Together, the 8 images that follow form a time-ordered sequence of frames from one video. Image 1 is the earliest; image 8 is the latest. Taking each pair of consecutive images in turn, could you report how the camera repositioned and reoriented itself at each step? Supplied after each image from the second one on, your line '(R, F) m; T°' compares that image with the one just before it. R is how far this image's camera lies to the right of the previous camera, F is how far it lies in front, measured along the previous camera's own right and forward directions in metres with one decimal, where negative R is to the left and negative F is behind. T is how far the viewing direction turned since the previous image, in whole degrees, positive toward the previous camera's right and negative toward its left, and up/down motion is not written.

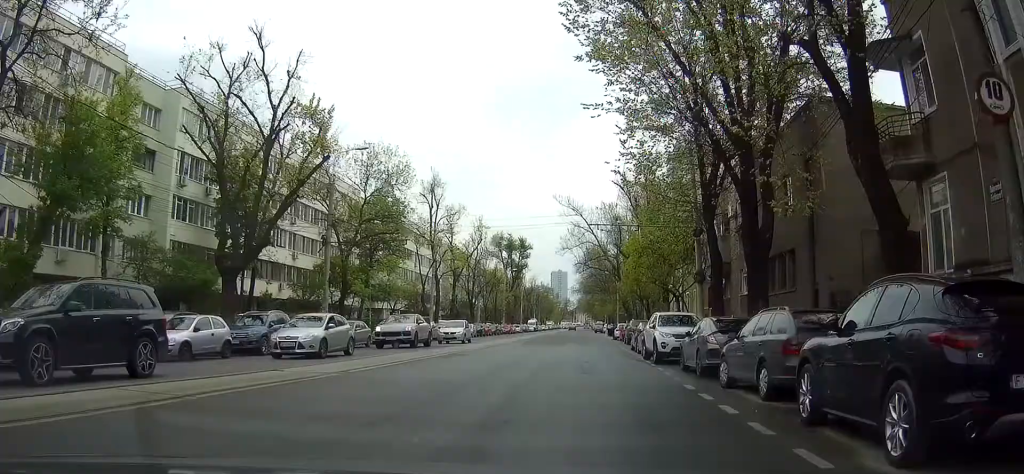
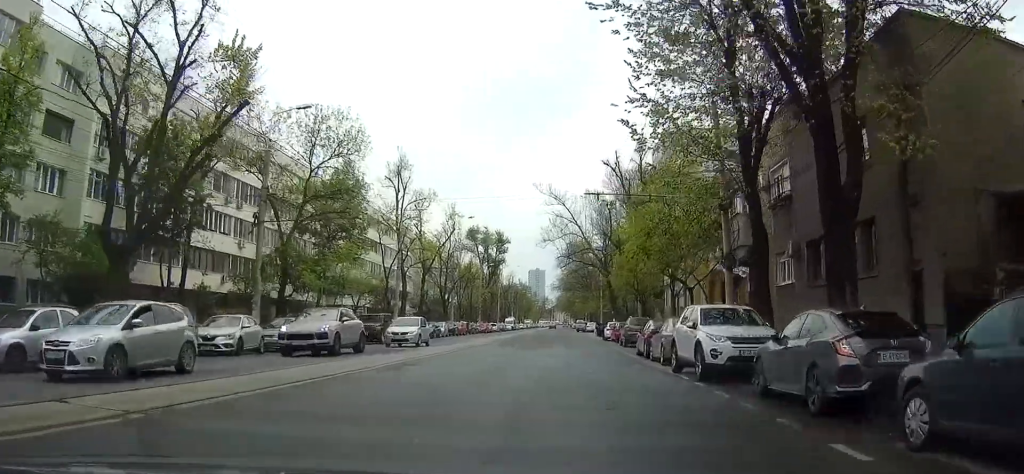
(+0.2, +7.3) m; +2°
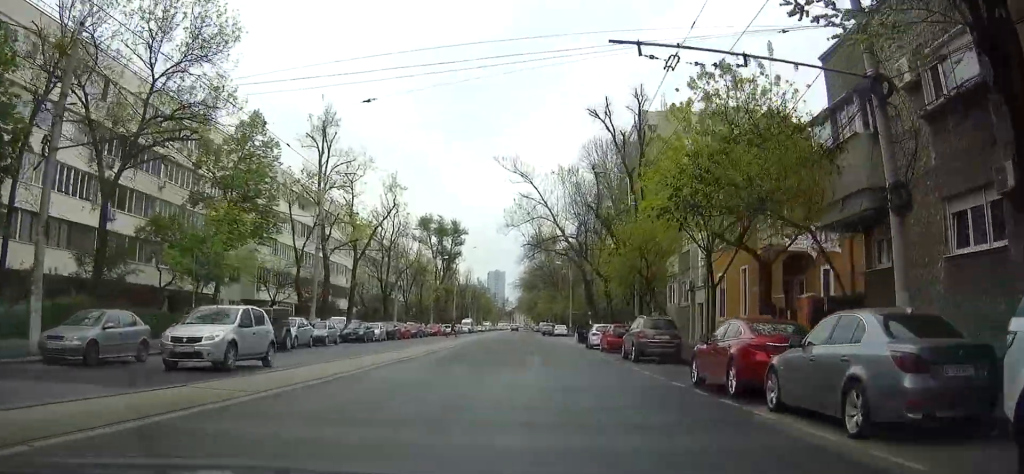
(+0.3, +13.7) m; +3°
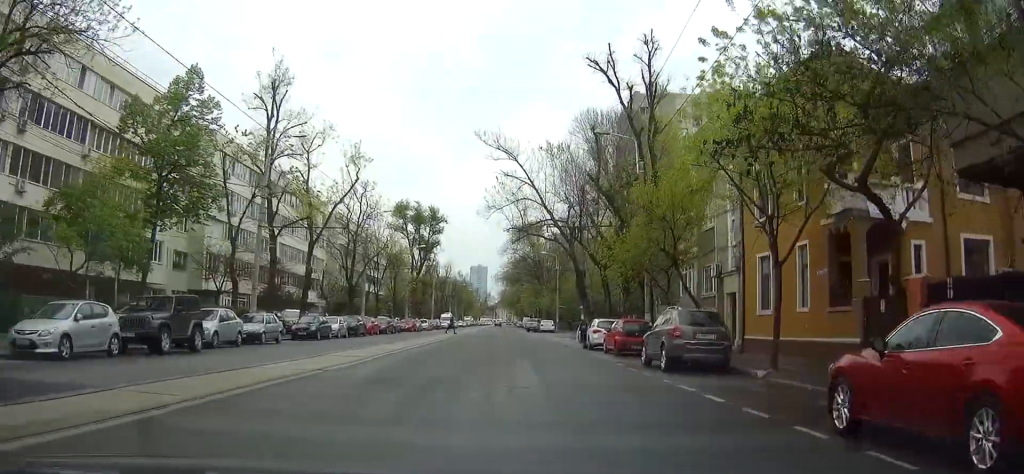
(+0.2, +8.0) m; +1°
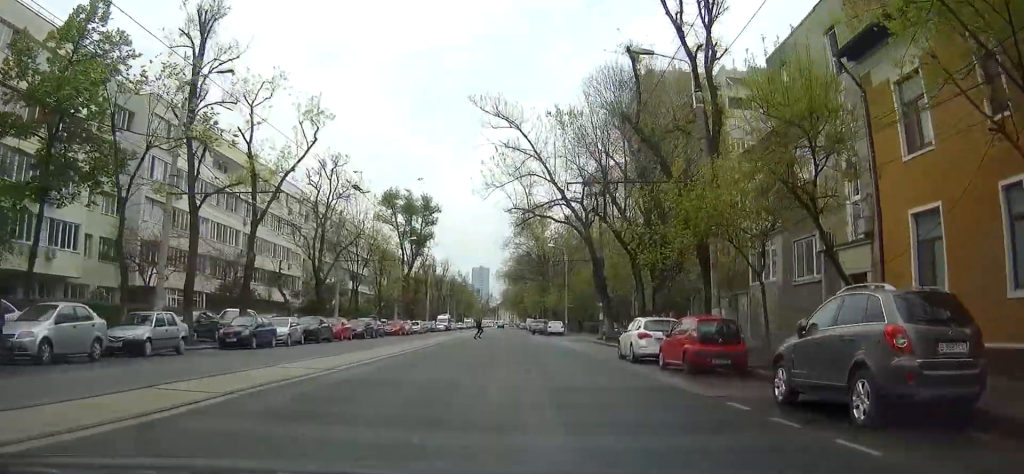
(+0.1, +11.0) m; +1°
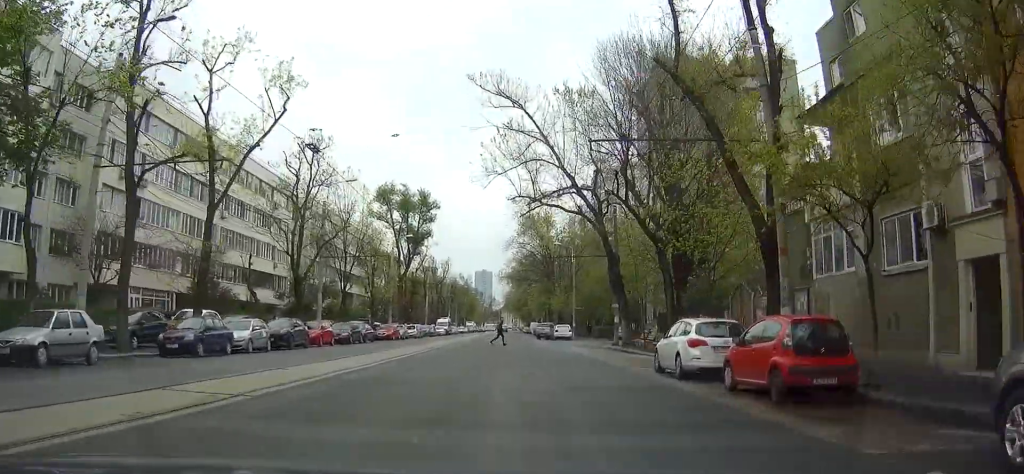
(+0.1, +5.7) m; 0°
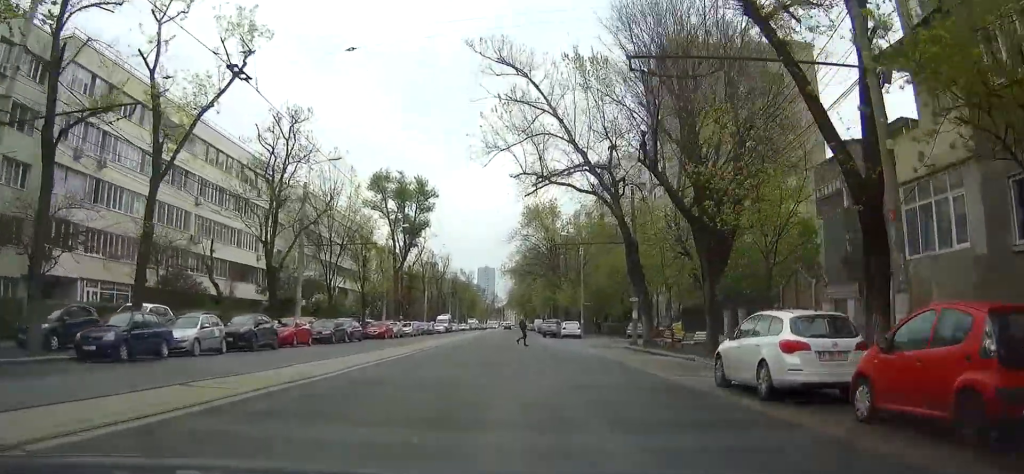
(0.0, +5.6) m; 0°
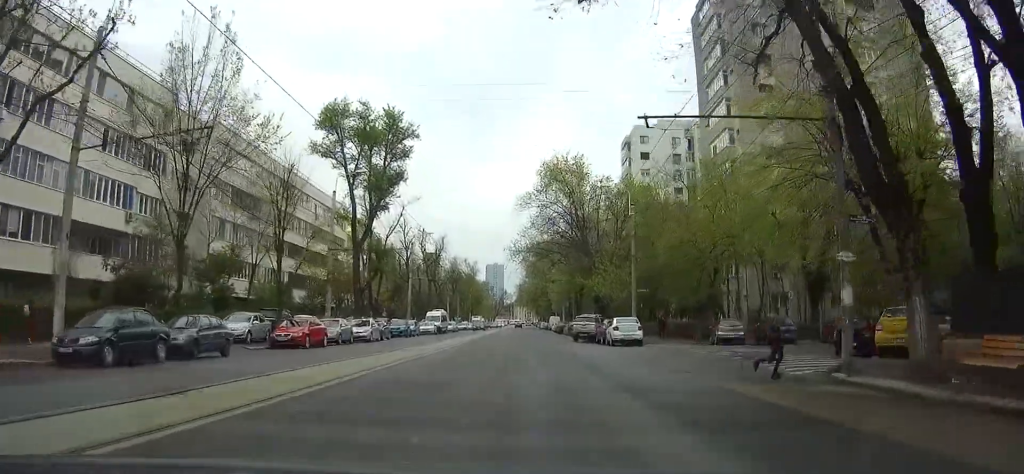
(+0.1, +24.7) m; 0°
